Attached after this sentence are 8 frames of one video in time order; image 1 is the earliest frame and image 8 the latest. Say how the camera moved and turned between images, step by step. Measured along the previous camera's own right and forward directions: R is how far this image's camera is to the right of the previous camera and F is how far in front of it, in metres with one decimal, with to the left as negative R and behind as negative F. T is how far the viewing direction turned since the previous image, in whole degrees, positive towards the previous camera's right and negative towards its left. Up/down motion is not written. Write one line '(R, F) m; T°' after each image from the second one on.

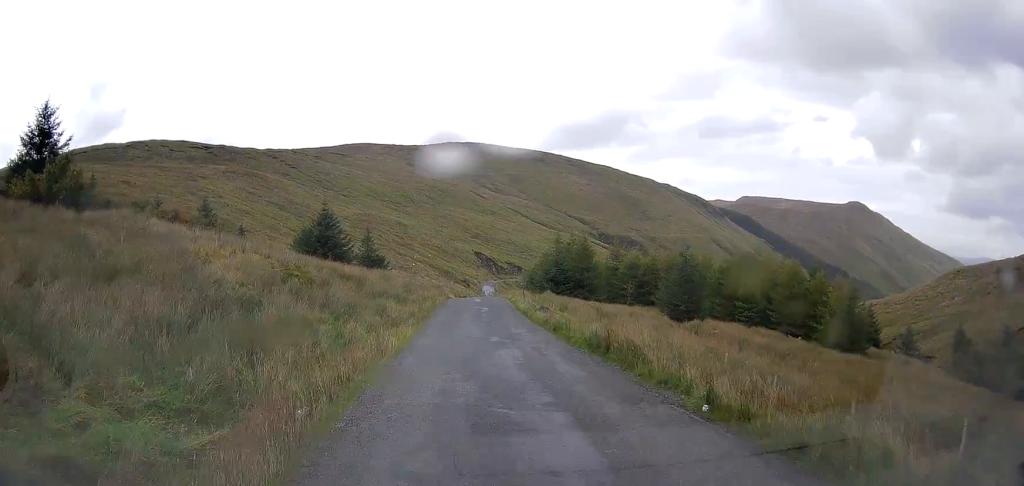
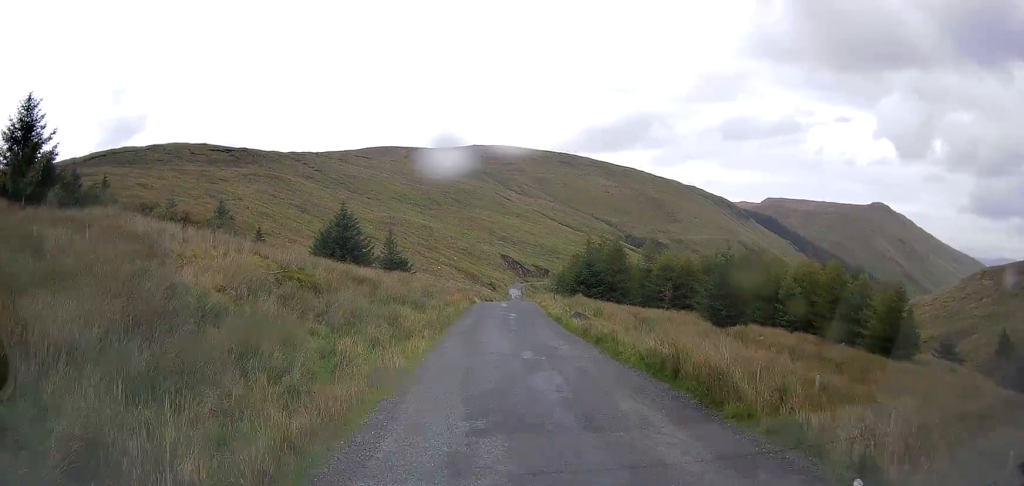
(-0.1, +3.7) m; -2°
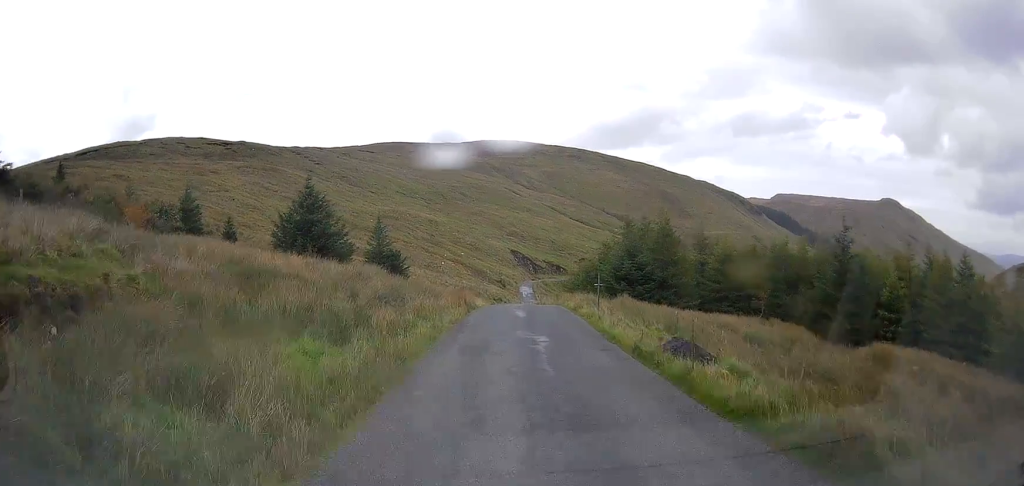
(-0.3, +16.5) m; -2°
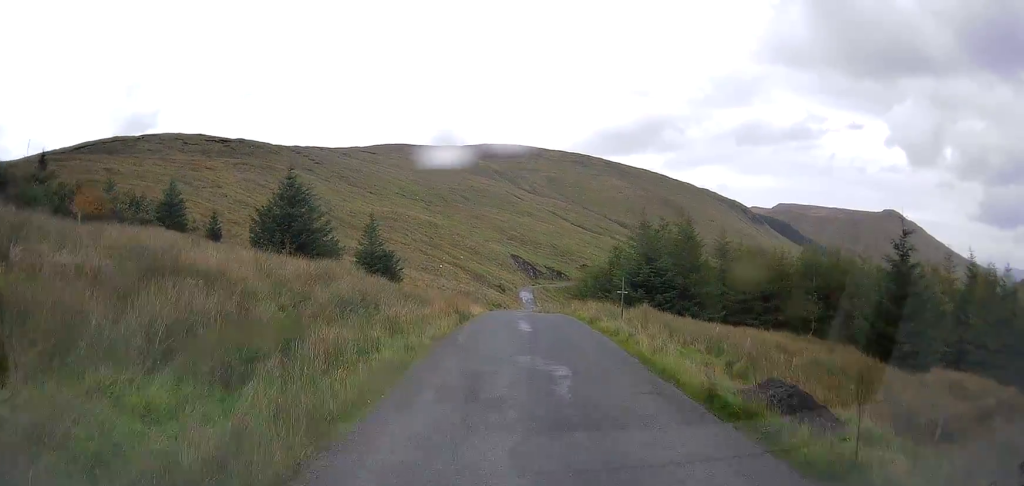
(0.0, +5.7) m; 0°
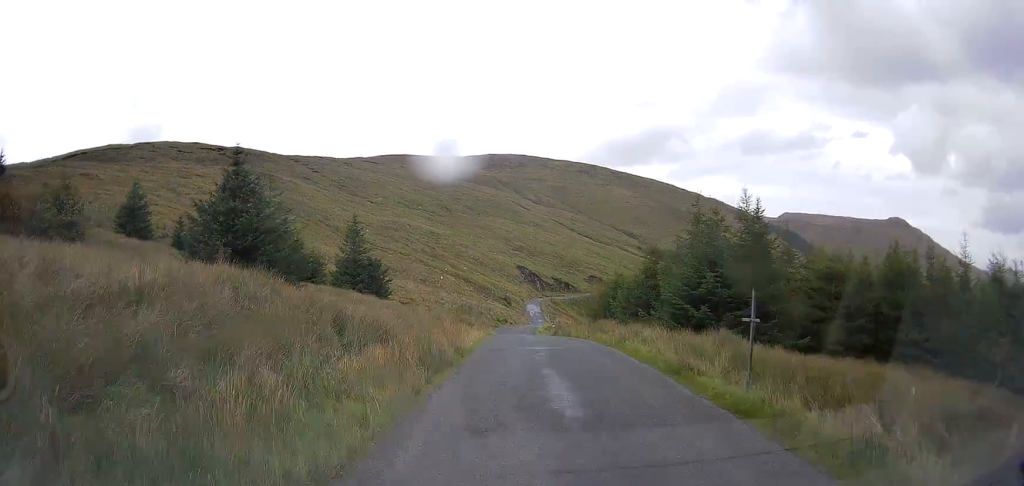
(-0.1, +12.1) m; 0°
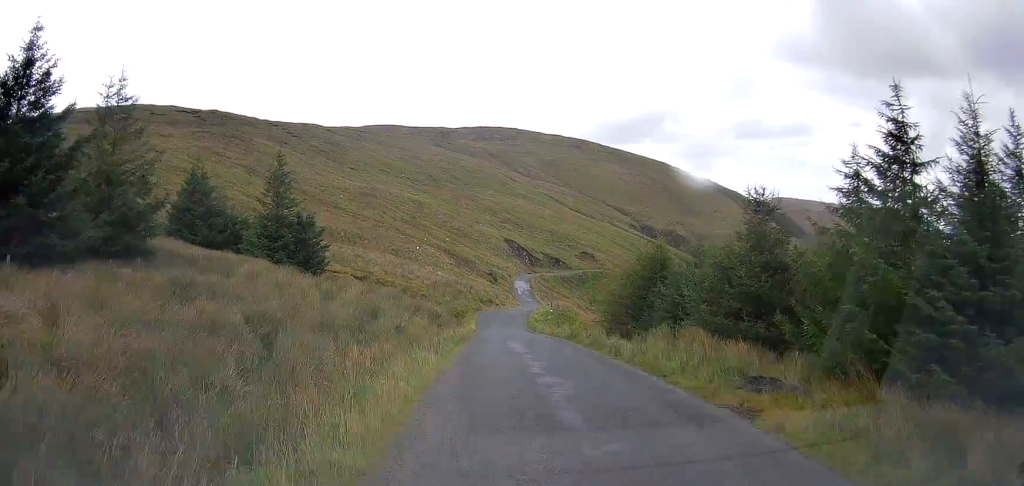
(+0.1, +20.6) m; +1°
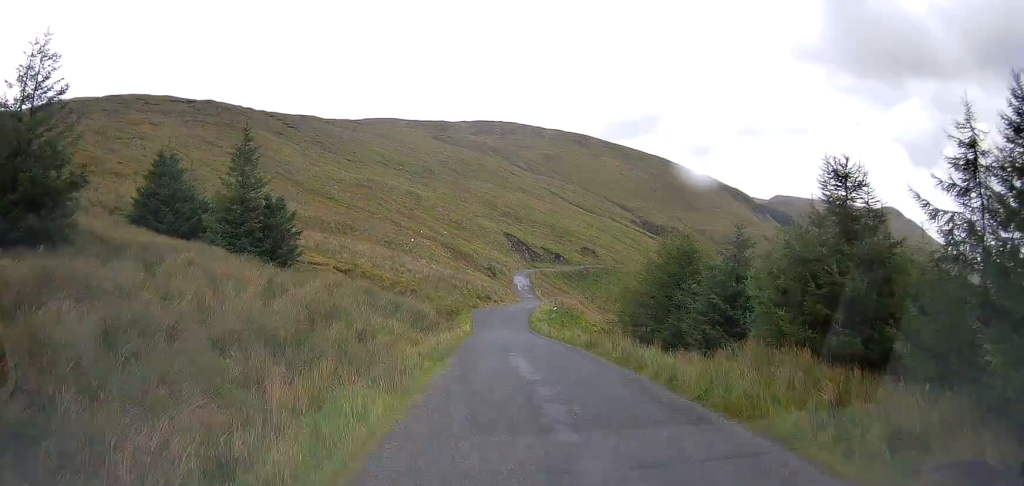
(0.0, +6.8) m; 0°
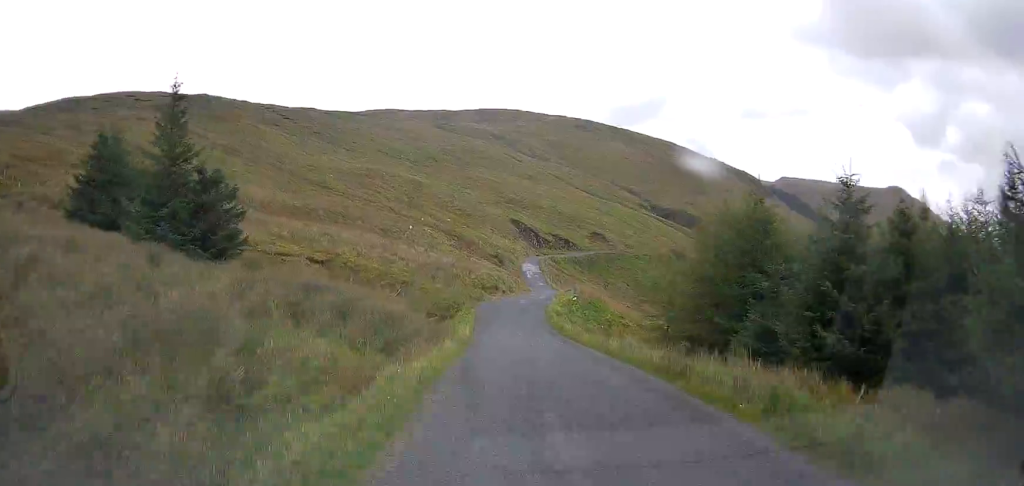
(0.0, +10.6) m; 0°
